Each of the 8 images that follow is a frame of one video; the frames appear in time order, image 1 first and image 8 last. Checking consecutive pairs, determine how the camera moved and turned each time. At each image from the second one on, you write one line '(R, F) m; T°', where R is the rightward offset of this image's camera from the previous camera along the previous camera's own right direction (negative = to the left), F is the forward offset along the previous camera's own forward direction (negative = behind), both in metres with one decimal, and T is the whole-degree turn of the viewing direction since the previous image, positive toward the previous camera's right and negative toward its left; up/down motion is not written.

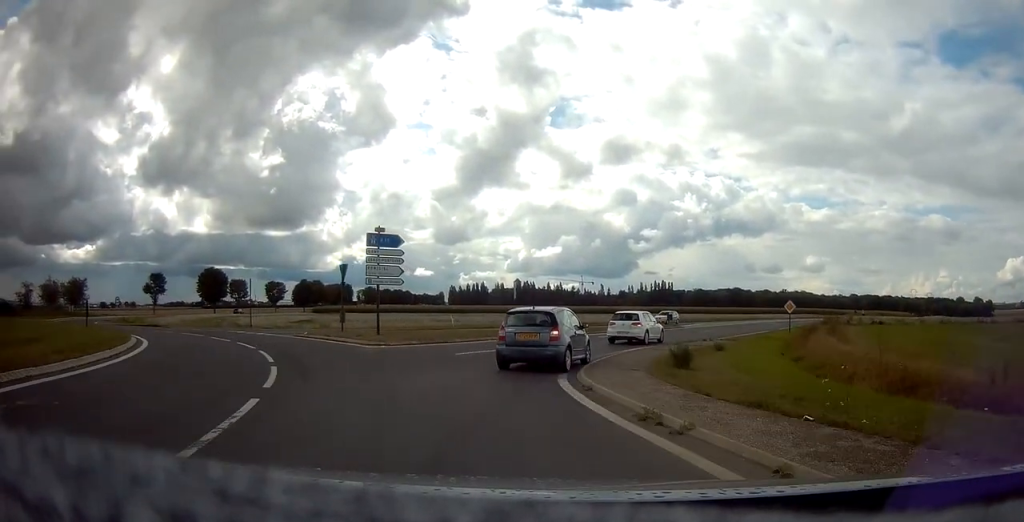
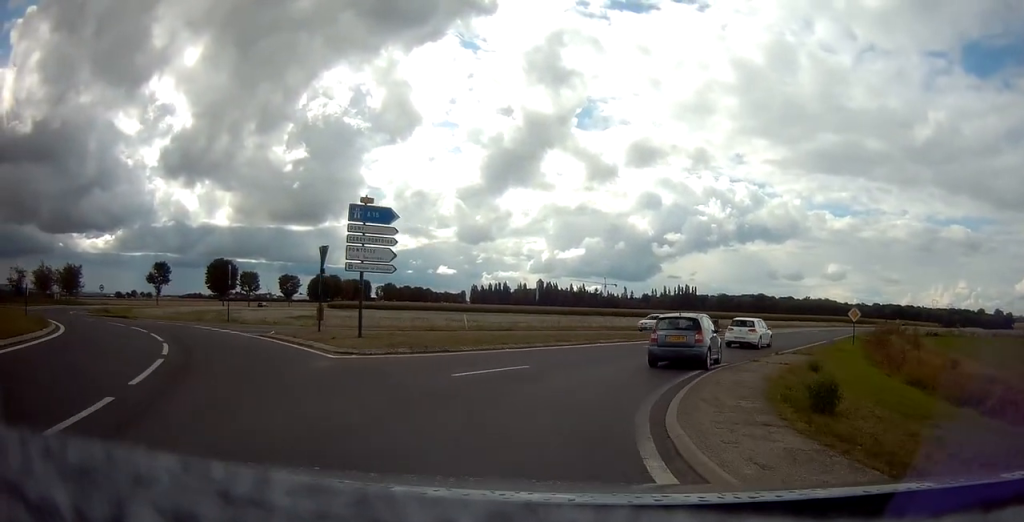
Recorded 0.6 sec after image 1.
(-0.6, +6.4) m; -2°
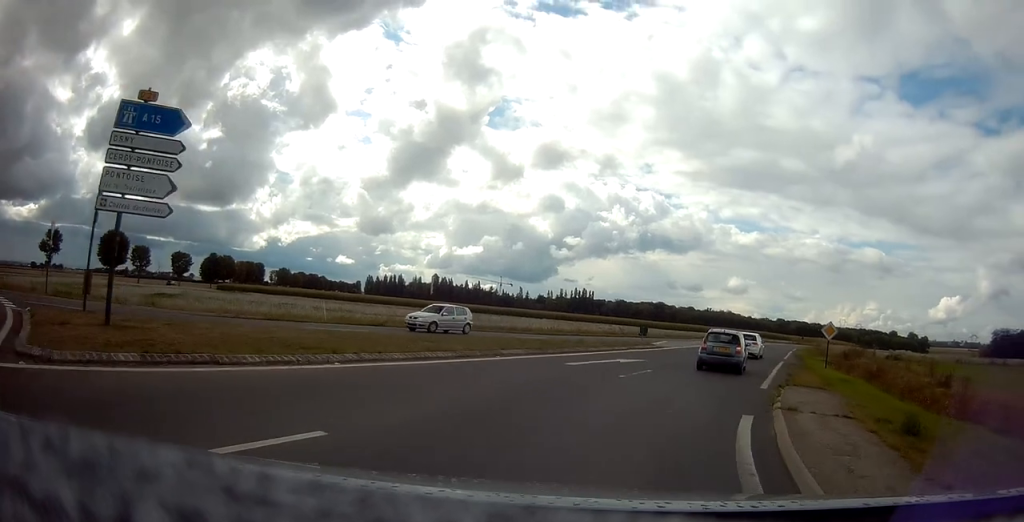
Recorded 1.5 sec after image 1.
(+0.2, +9.1) m; +8°
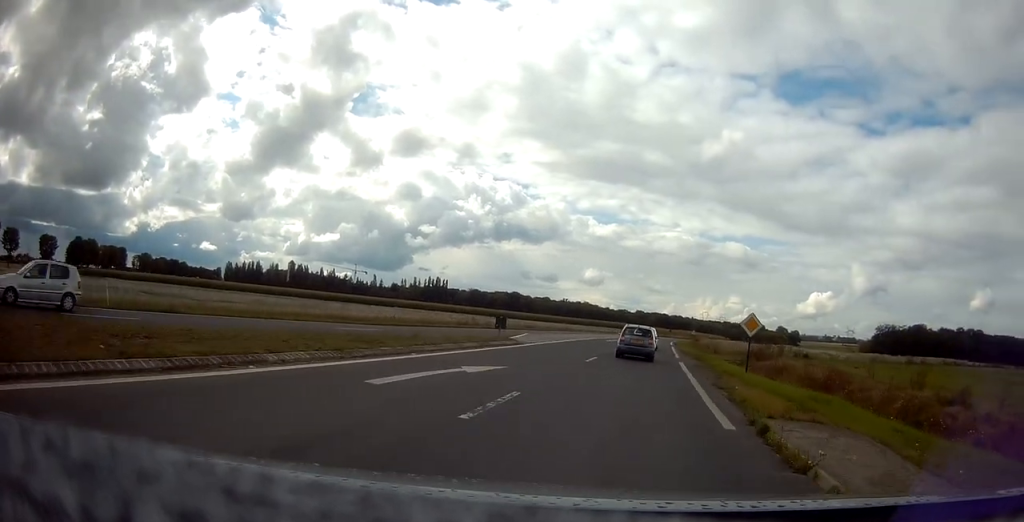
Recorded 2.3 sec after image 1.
(+0.7, +7.4) m; +10°
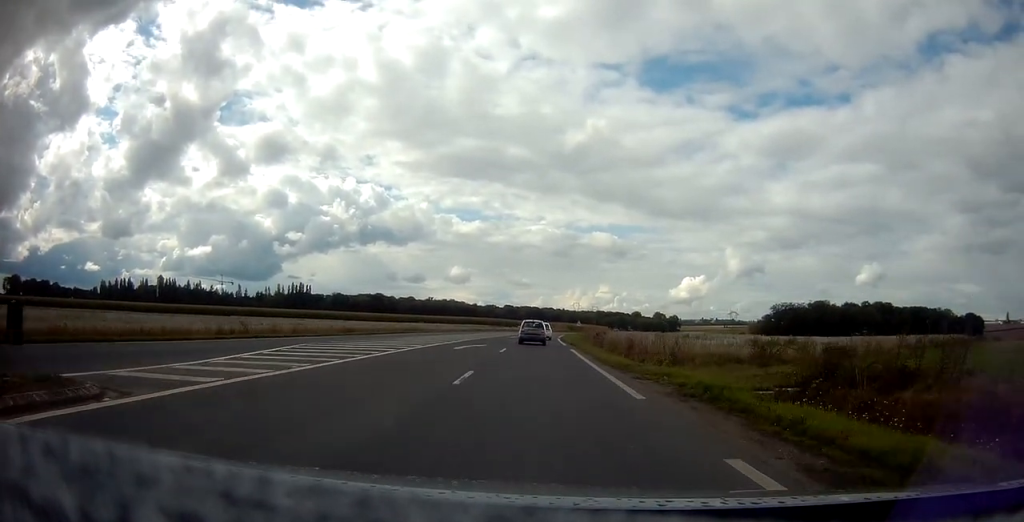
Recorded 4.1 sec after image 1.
(+4.0, +20.5) m; +15°
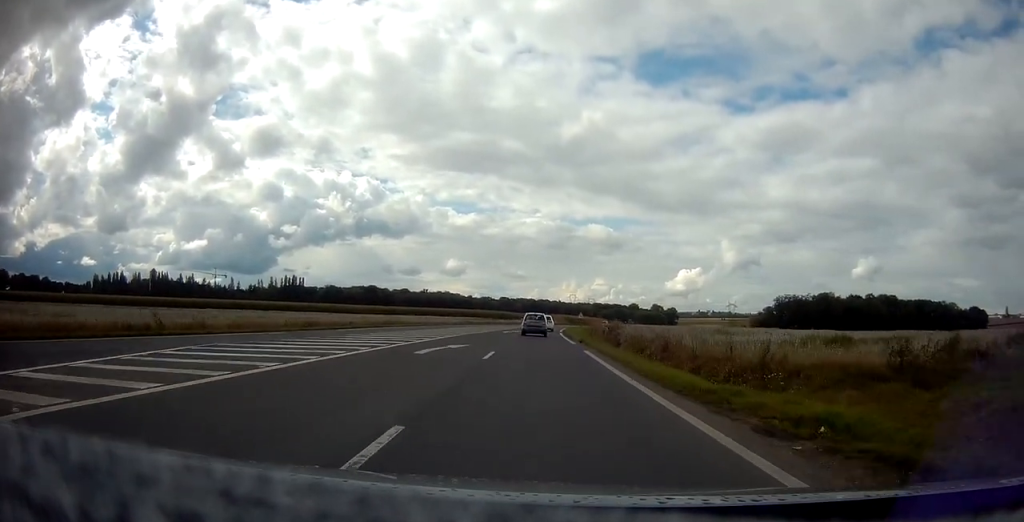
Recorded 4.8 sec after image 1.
(-0.1, +8.0) m; 0°
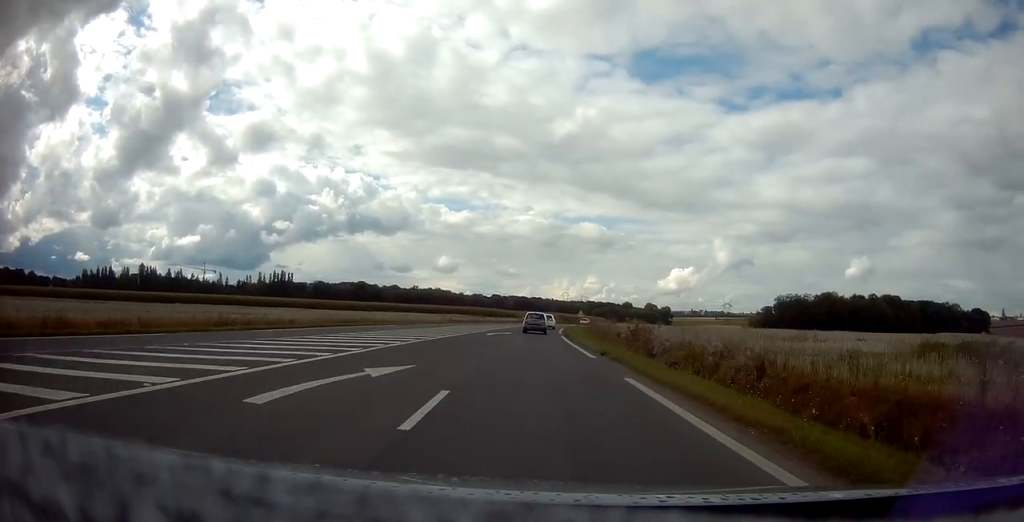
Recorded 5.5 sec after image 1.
(+0.1, +10.4) m; +1°
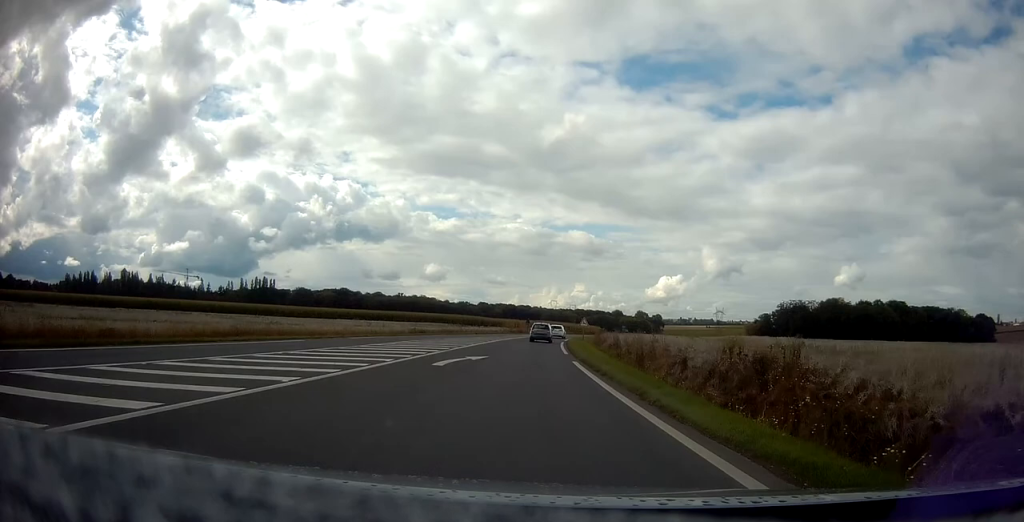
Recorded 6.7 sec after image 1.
(+0.1, +16.3) m; +1°
